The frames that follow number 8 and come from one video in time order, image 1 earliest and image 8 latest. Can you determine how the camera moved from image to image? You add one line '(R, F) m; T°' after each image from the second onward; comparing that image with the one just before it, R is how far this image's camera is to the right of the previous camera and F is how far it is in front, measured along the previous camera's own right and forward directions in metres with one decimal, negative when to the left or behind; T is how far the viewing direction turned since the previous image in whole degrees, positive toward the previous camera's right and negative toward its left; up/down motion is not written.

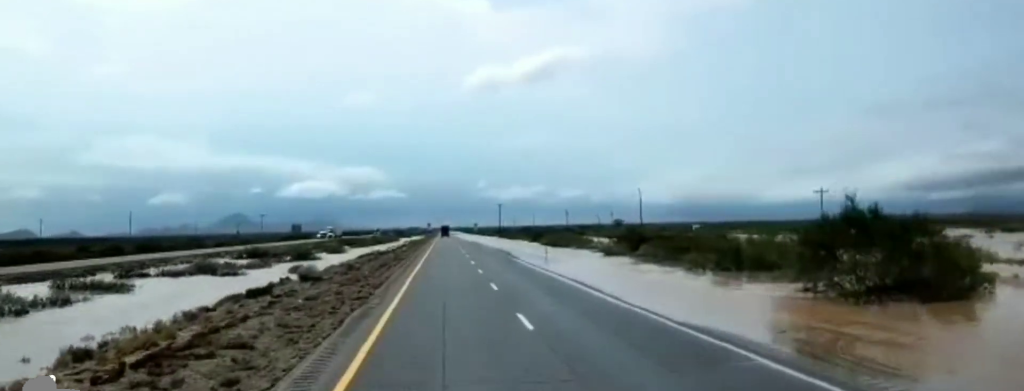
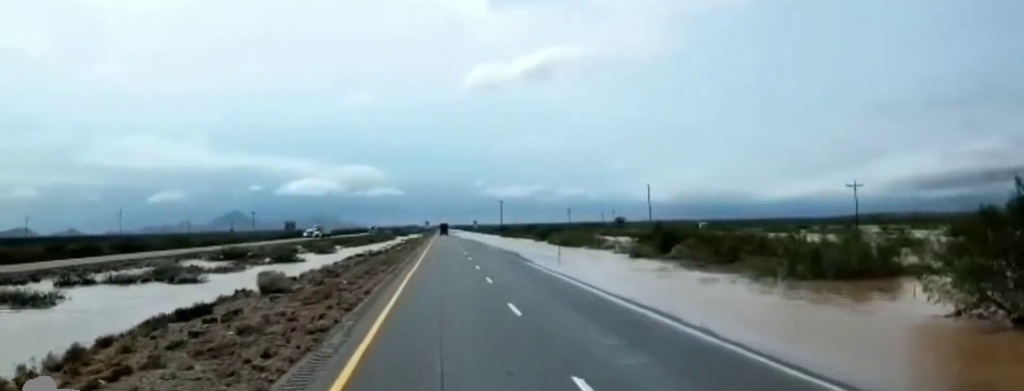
(+0.1, +10.8) m; 0°
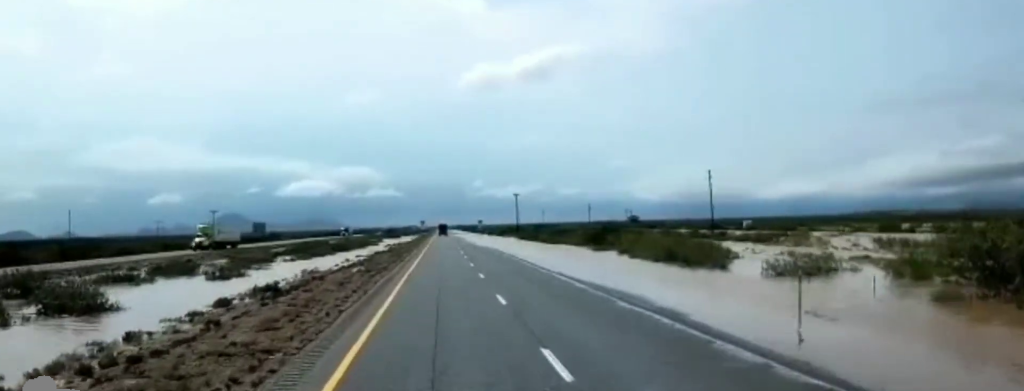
(-1.1, +45.2) m; -1°
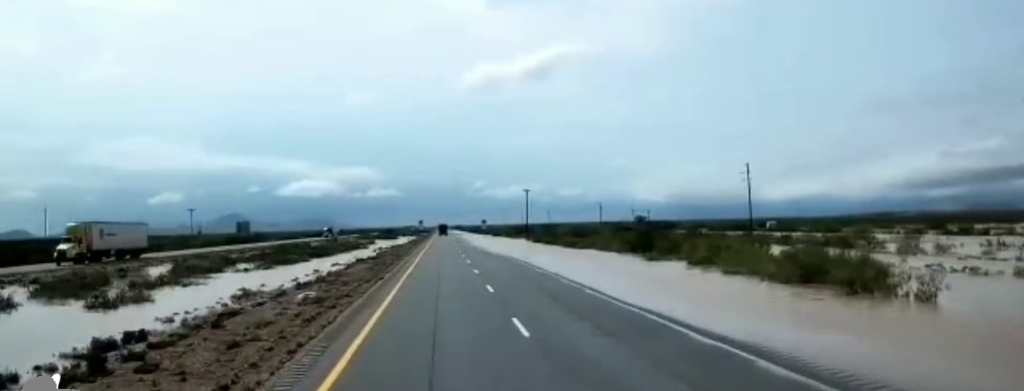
(0.0, +18.8) m; +1°
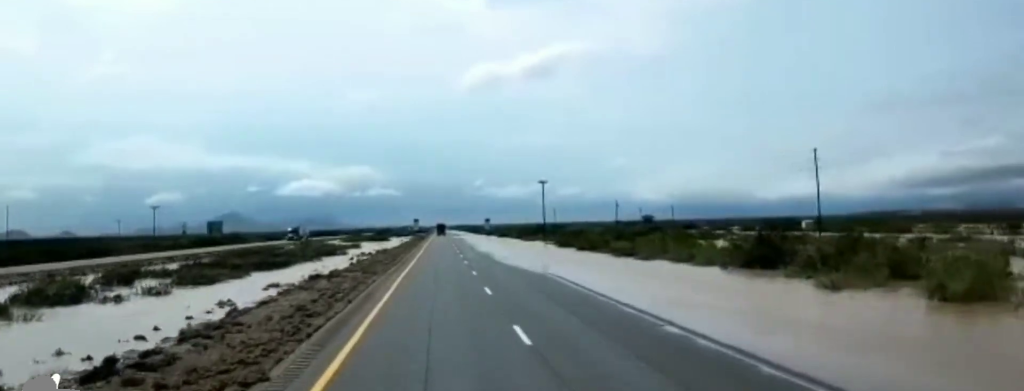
(+0.4, +25.5) m; 0°
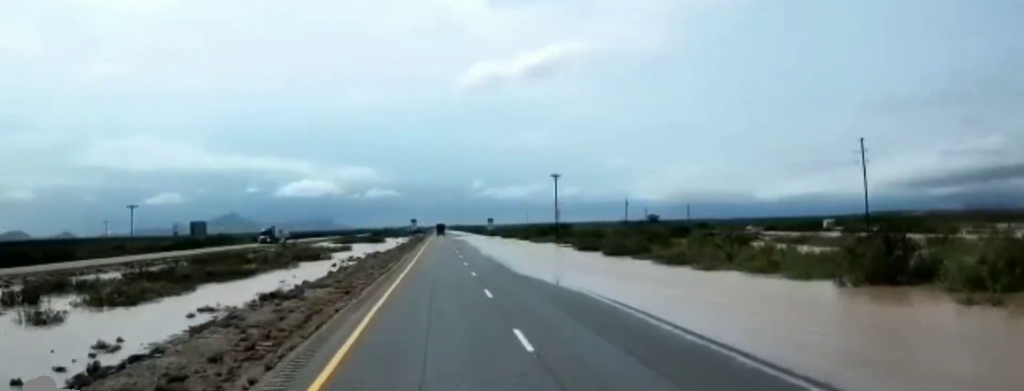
(-0.2, +11.7) m; -1°
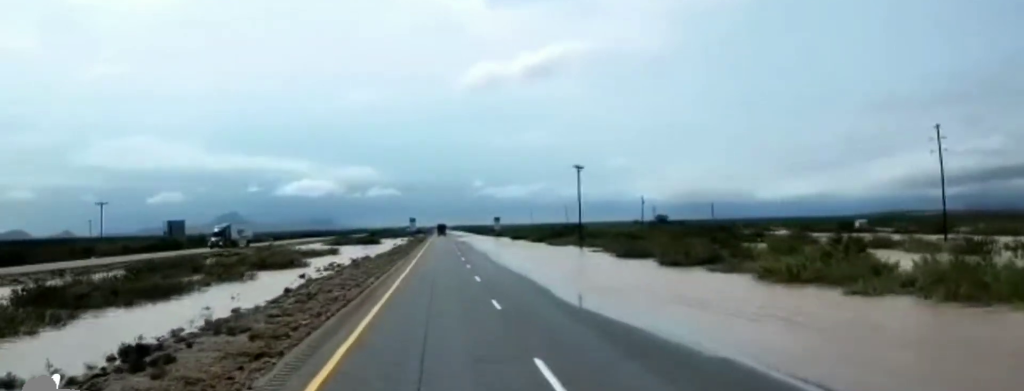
(-0.1, +15.4) m; 0°
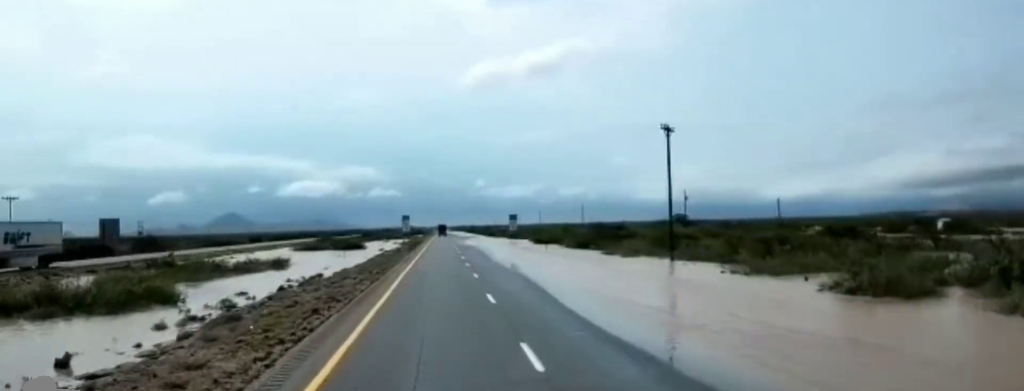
(+0.6, +33.3) m; +1°
